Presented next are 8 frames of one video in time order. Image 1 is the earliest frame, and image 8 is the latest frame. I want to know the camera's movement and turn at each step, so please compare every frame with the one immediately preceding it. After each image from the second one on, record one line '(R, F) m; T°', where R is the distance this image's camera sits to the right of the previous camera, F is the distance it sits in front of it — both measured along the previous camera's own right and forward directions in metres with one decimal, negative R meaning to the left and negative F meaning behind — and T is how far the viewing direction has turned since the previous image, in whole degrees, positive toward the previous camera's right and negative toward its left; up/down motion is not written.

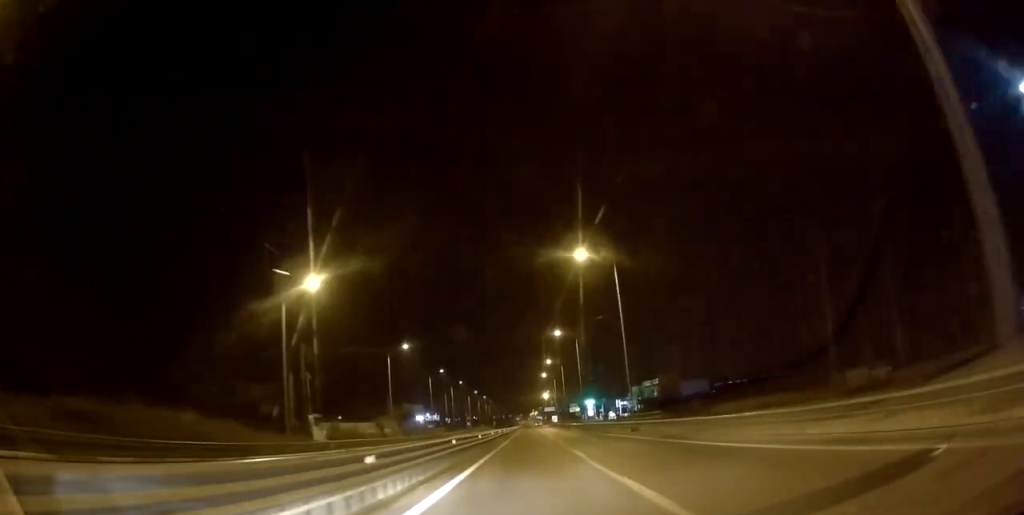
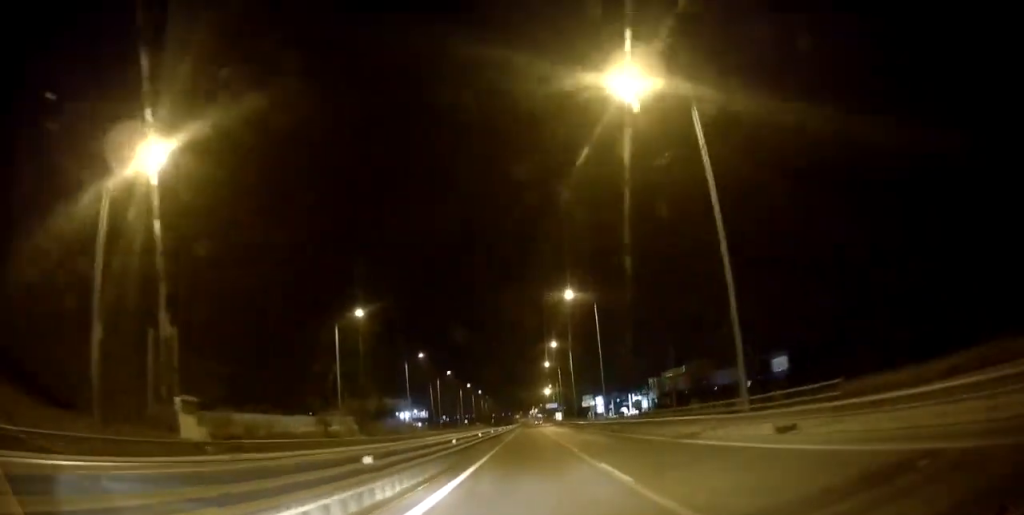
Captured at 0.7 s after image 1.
(+0.1, +21.1) m; 0°
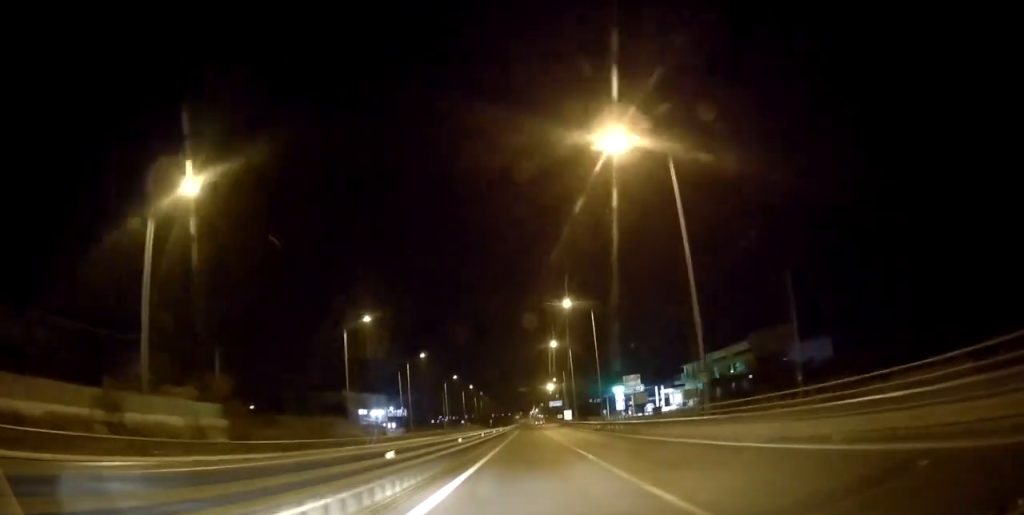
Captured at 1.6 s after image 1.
(-0.1, +29.9) m; 0°
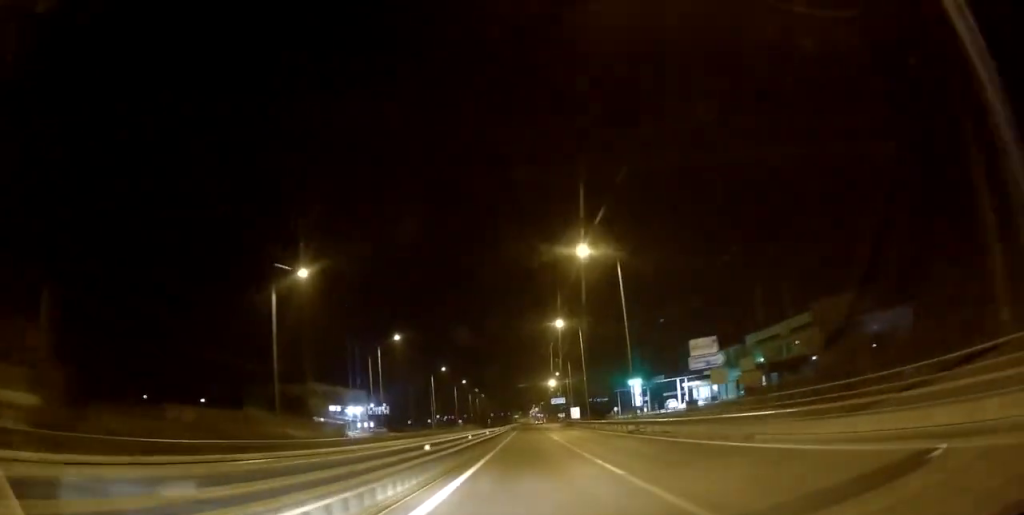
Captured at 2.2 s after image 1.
(-0.4, +17.0) m; 0°
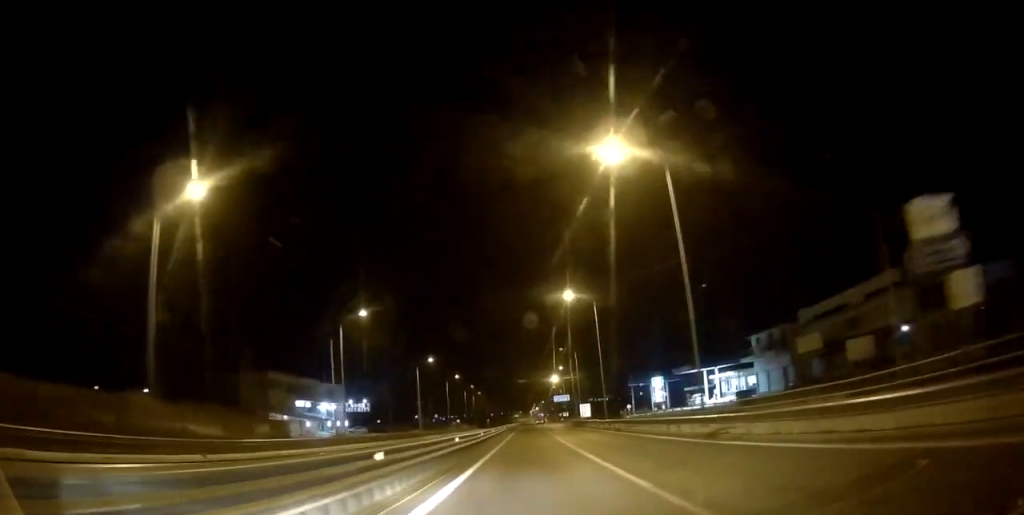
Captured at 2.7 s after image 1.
(+0.3, +15.0) m; 0°
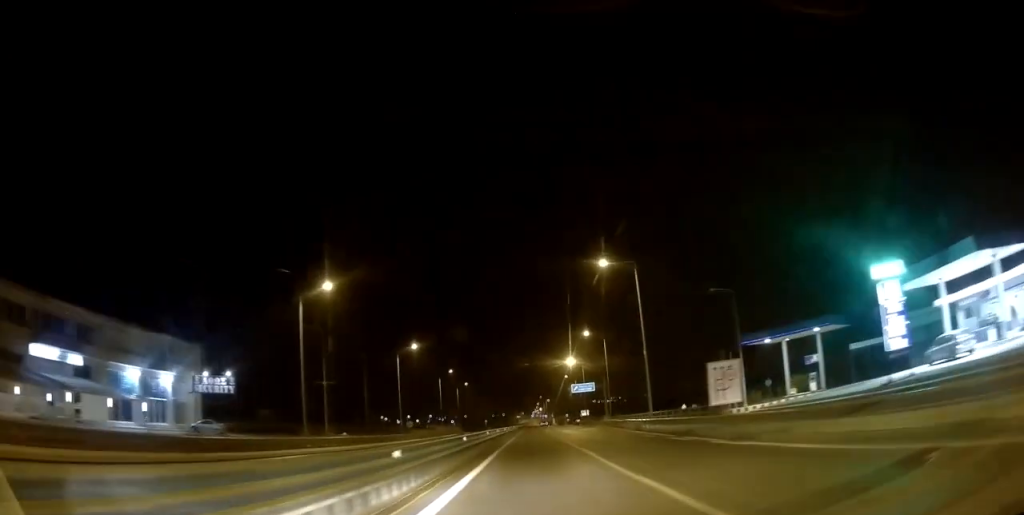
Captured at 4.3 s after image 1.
(+0.1, +51.6) m; 0°
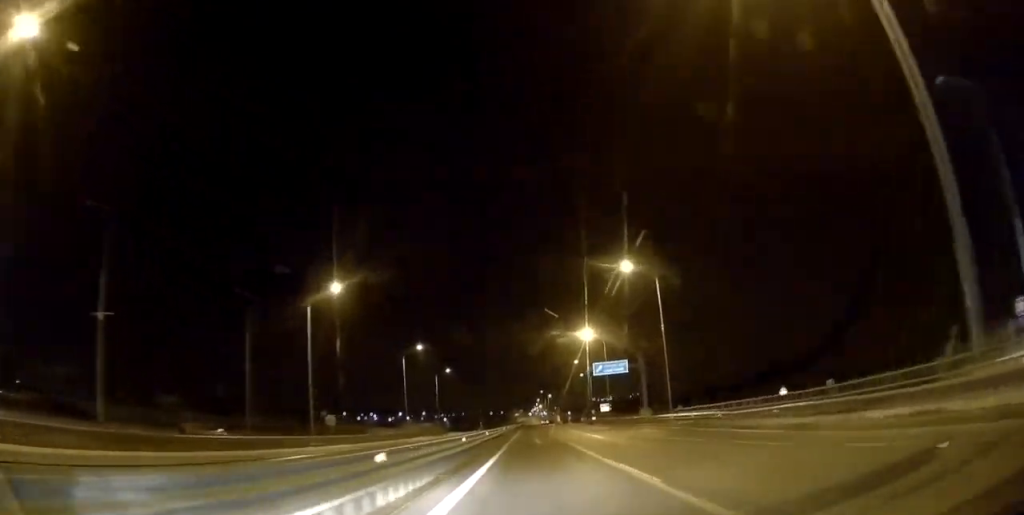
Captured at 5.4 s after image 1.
(+0.3, +33.6) m; 0°
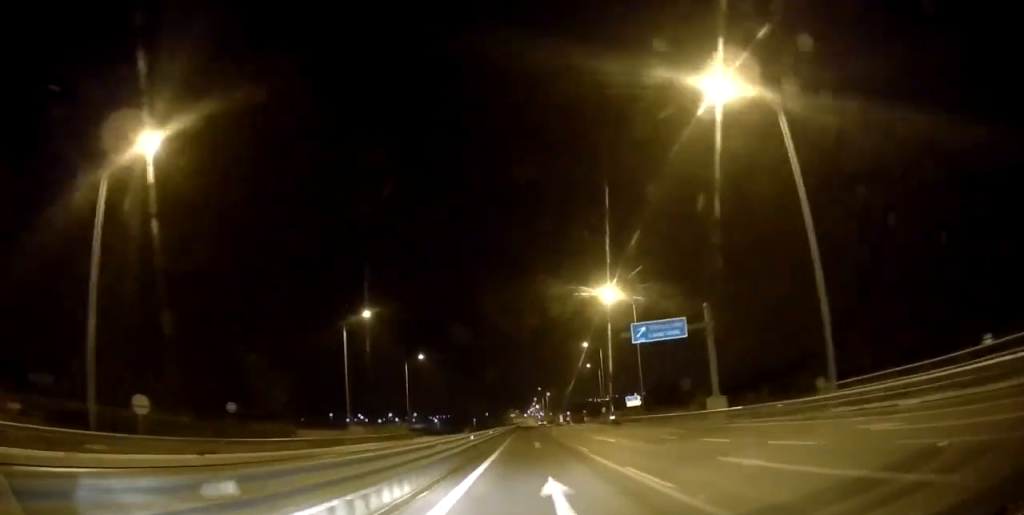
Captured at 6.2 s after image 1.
(-0.2, +25.8) m; -1°
